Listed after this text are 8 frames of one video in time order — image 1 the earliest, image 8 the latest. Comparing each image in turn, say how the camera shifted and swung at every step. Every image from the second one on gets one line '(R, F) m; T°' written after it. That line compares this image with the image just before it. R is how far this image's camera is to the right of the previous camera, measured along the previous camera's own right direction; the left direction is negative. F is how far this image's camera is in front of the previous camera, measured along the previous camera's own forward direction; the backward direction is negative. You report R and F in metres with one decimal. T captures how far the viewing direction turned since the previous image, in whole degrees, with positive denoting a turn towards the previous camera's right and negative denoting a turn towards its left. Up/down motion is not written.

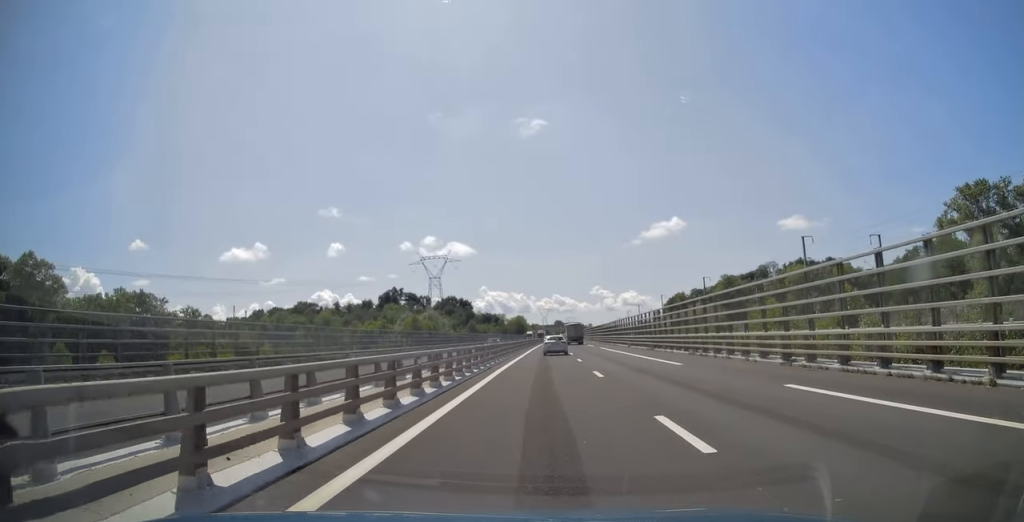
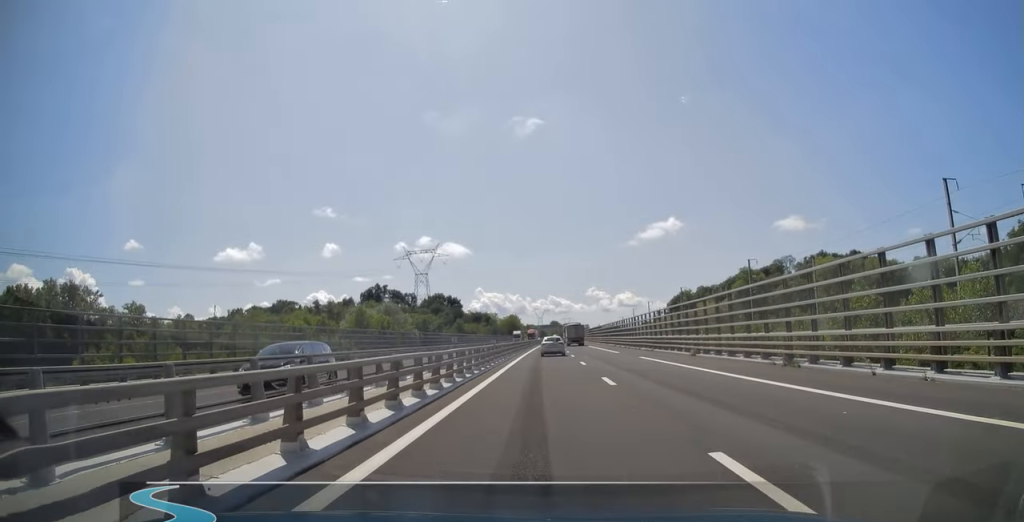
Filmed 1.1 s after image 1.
(0.0, +28.1) m; 0°
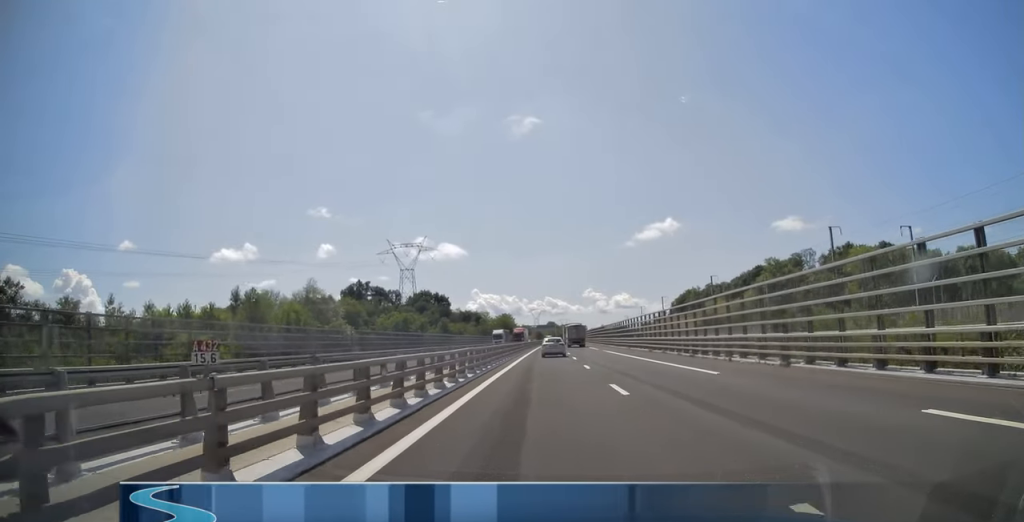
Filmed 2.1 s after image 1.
(0.0, +27.4) m; 0°
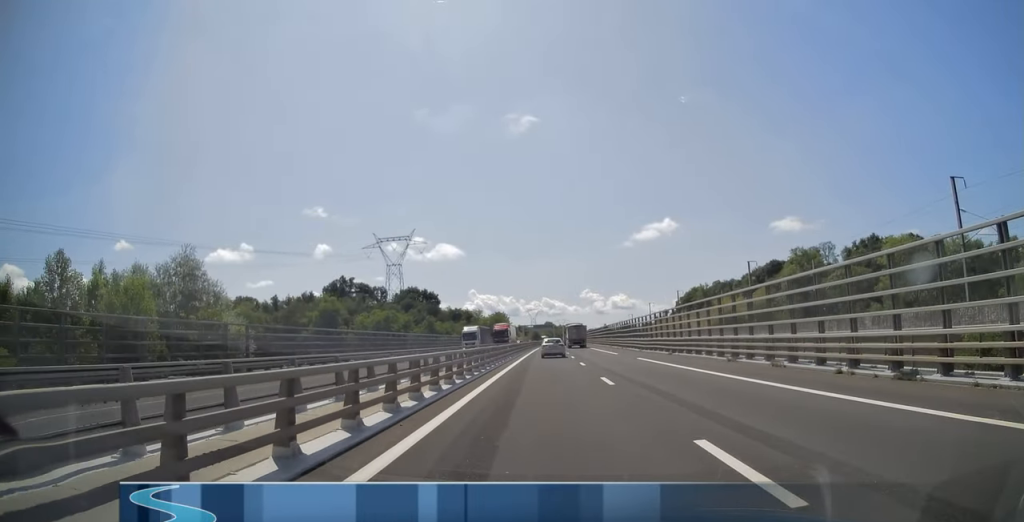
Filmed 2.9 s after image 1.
(0.0, +21.3) m; 0°
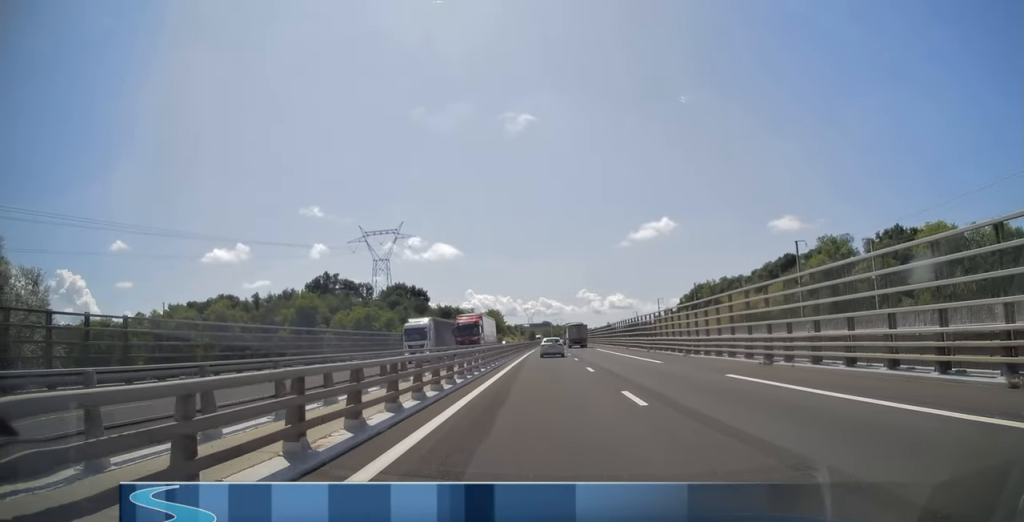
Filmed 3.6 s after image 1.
(0.0, +18.1) m; 0°
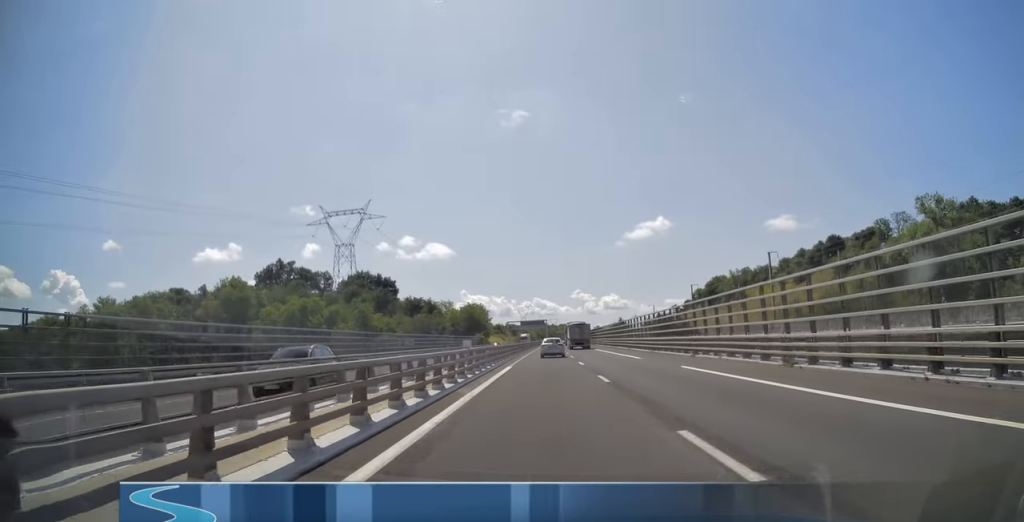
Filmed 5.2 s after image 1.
(+0.2, +43.6) m; +1°
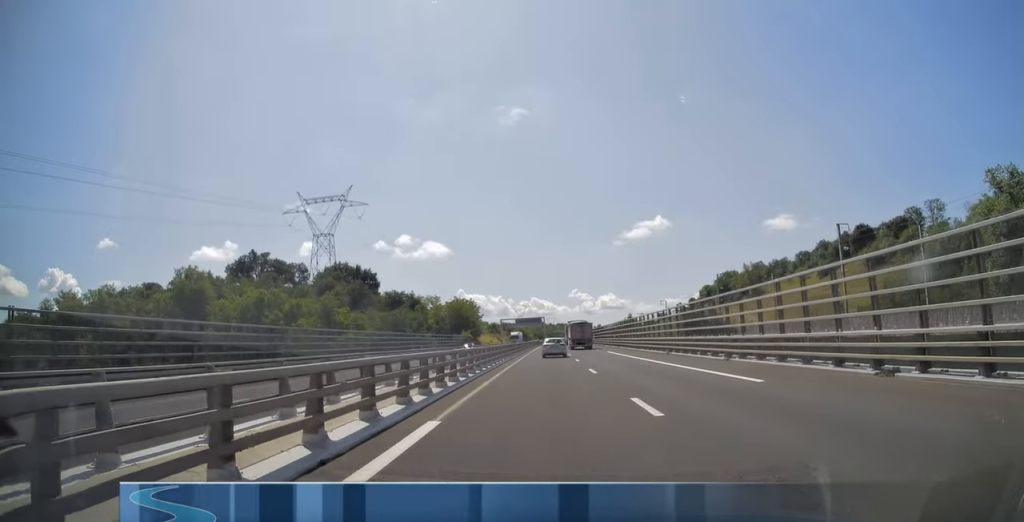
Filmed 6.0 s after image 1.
(+0.2, +20.4) m; 0°
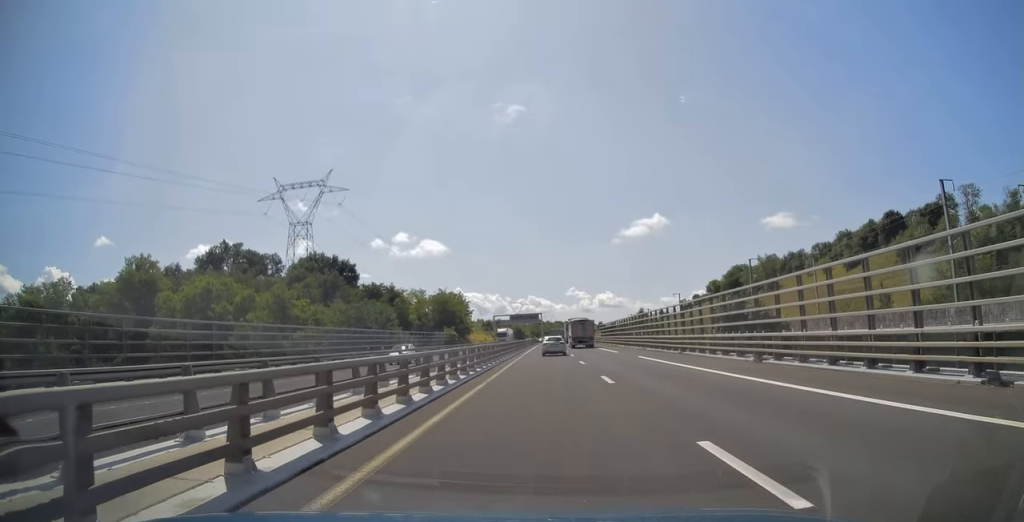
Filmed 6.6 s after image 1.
(-0.1, +18.2) m; 0°
